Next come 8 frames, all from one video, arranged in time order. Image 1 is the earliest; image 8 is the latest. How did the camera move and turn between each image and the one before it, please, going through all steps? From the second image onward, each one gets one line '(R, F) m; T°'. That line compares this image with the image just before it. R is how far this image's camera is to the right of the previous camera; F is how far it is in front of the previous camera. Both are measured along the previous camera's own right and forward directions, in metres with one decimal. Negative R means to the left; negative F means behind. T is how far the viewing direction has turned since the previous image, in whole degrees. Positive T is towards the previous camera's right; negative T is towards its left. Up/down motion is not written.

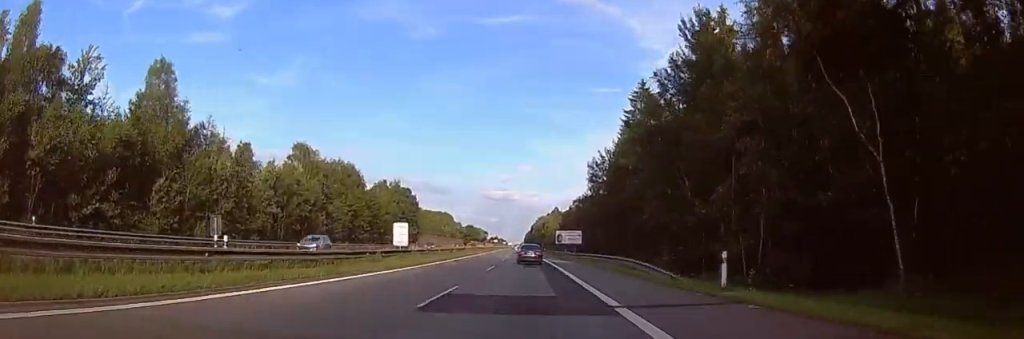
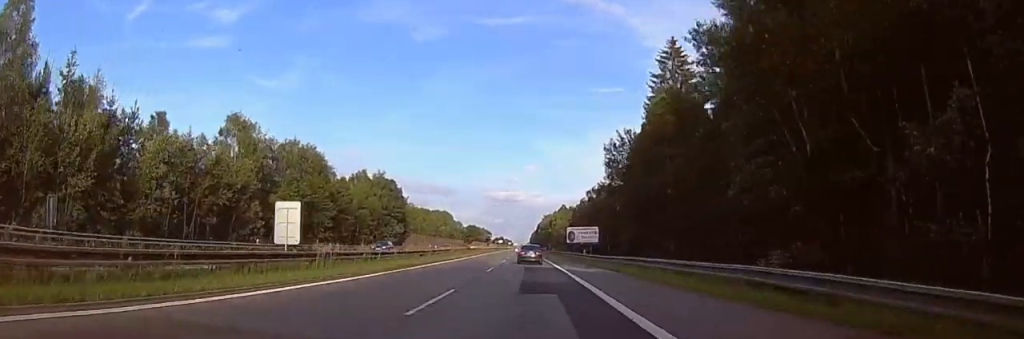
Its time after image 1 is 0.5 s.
(-0.3, +19.7) m; 0°
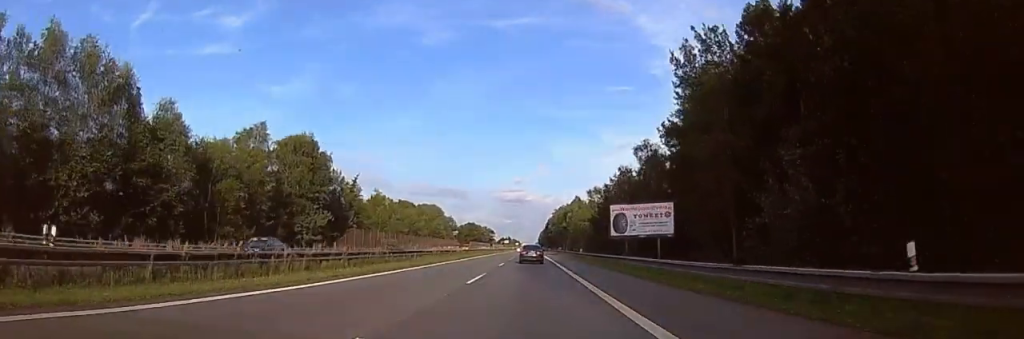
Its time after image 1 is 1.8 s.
(-0.3, +46.1) m; 0°
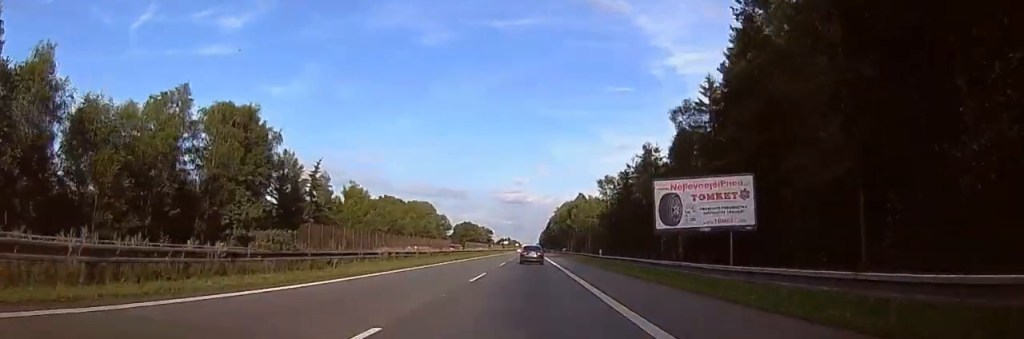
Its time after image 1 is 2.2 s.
(0.0, +17.5) m; 0°
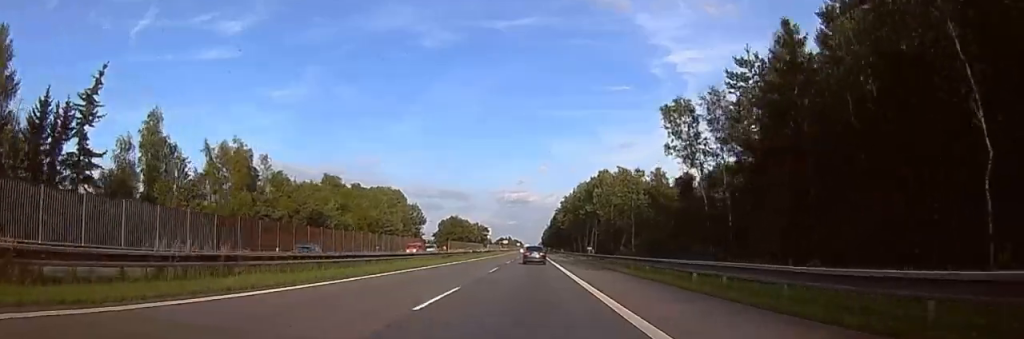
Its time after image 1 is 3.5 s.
(-0.2, +43.9) m; -1°
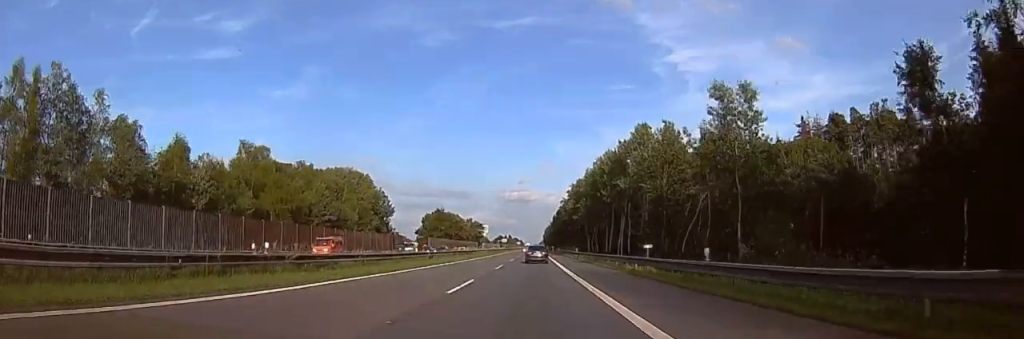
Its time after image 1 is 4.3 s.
(-0.3, +26.7) m; -1°
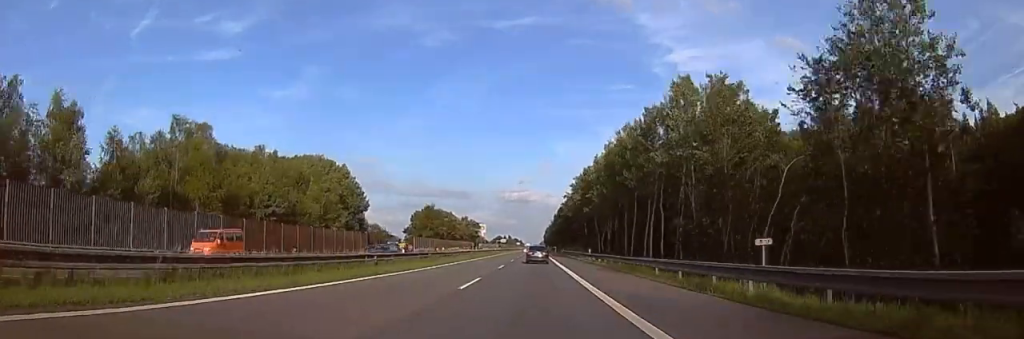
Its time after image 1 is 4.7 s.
(-0.2, +13.9) m; -1°
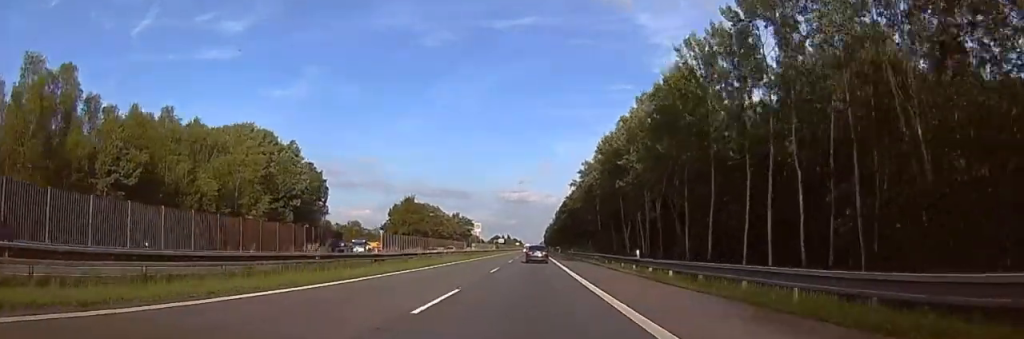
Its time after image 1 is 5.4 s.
(-0.1, +21.4) m; 0°
